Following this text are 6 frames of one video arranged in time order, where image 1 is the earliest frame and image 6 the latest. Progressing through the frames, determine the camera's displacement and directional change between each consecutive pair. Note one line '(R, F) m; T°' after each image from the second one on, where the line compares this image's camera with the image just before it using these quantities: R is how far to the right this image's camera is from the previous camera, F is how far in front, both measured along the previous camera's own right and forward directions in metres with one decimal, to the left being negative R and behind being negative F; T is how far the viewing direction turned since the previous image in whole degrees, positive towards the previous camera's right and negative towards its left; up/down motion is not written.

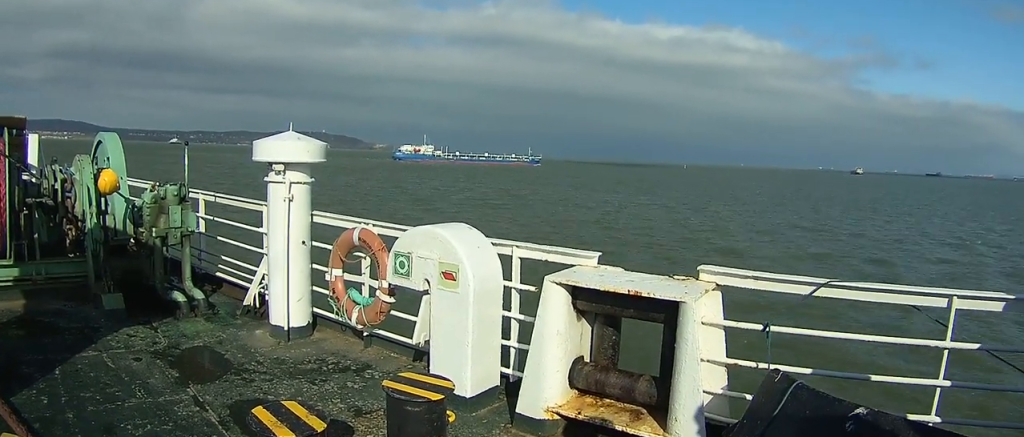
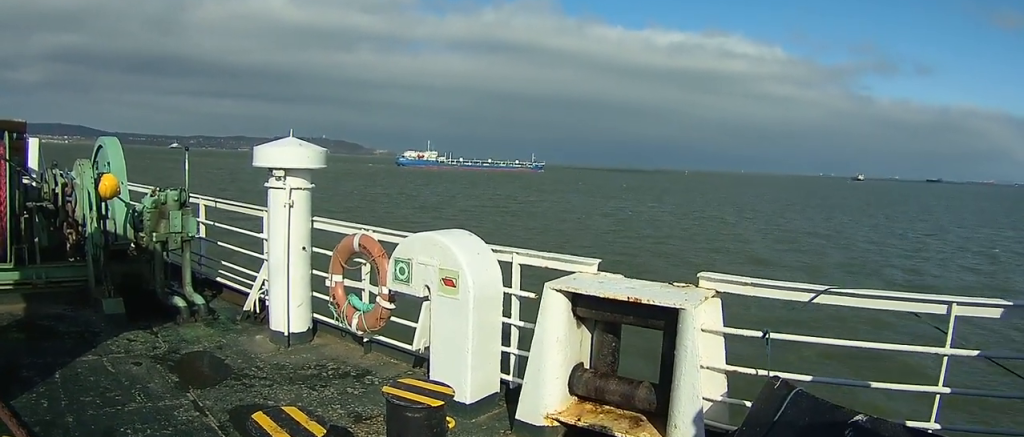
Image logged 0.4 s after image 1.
(0.0, +1.8) m; +1°
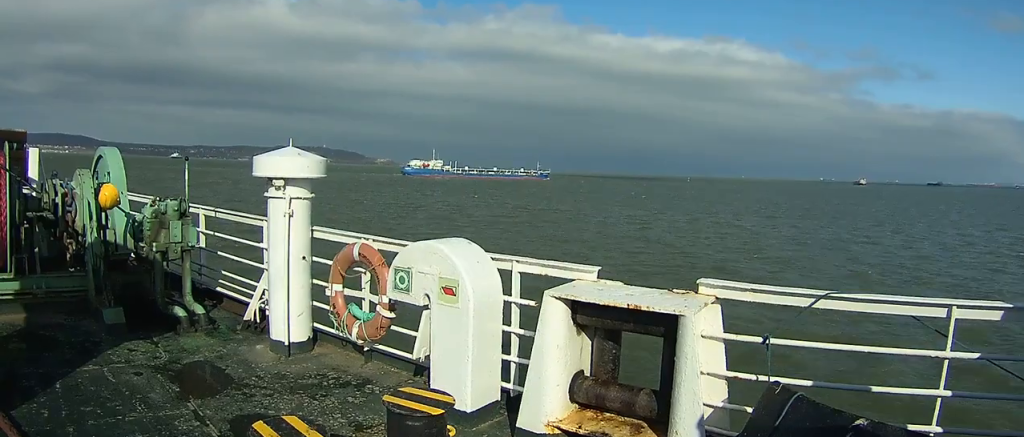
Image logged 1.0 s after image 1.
(0.0, +2.7) m; +1°
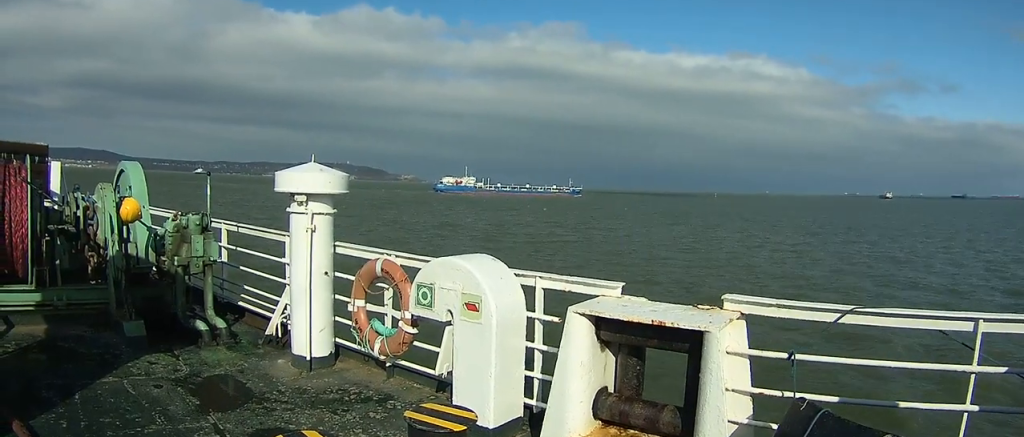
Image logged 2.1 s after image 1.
(+0.1, +4.8) m; 0°
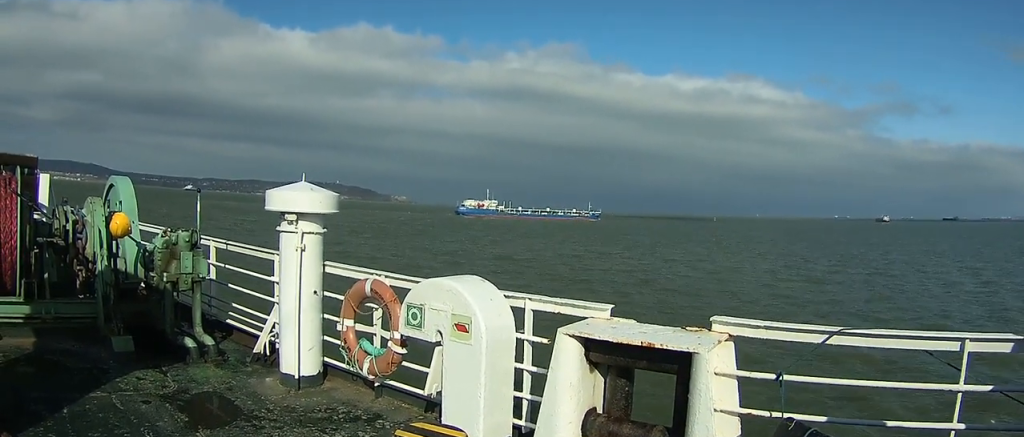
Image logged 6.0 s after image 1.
(-0.2, +17.5) m; -1°
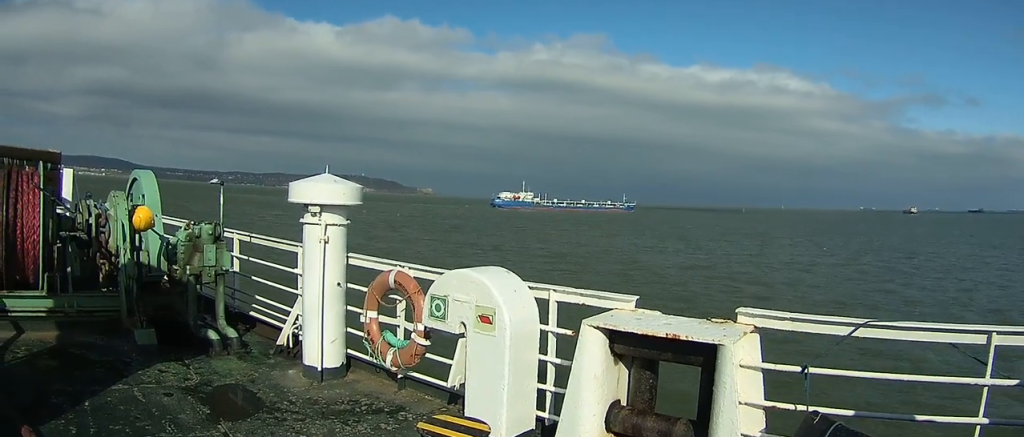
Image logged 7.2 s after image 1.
(0.0, +5.5) m; 0°
